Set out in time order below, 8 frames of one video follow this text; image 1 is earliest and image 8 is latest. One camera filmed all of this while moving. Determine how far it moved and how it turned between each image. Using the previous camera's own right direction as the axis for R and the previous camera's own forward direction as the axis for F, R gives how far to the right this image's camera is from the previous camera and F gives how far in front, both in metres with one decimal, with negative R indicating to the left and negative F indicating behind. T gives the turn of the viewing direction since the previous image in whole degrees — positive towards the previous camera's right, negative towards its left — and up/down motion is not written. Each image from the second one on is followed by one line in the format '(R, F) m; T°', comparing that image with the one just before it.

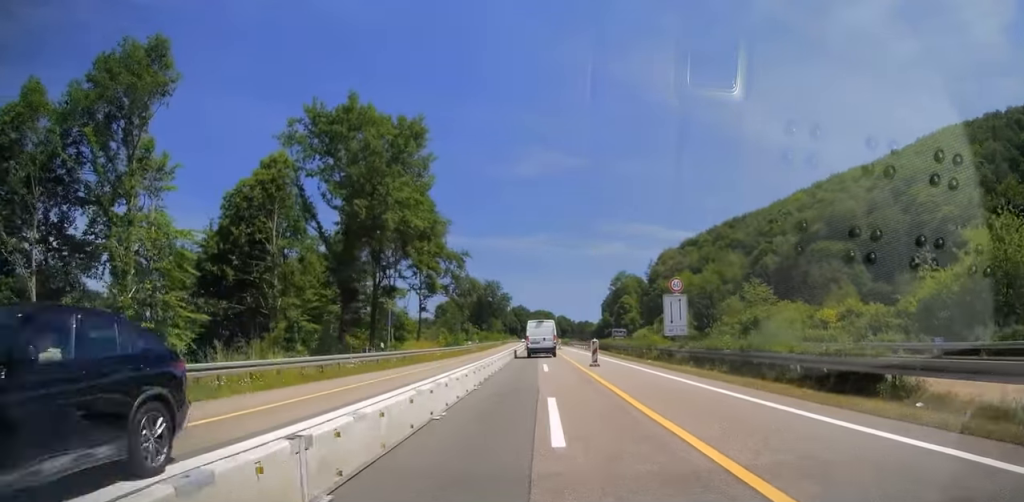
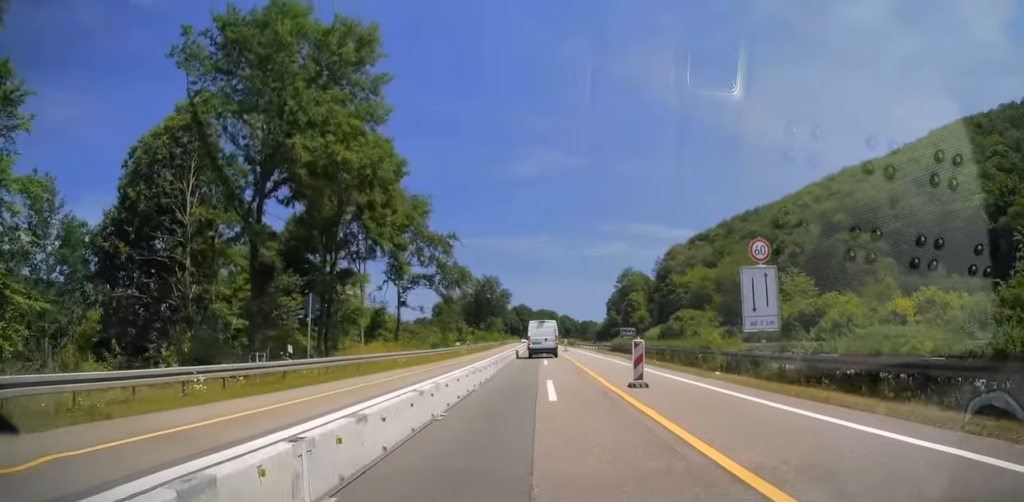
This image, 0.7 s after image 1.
(+0.2, +12.0) m; +1°
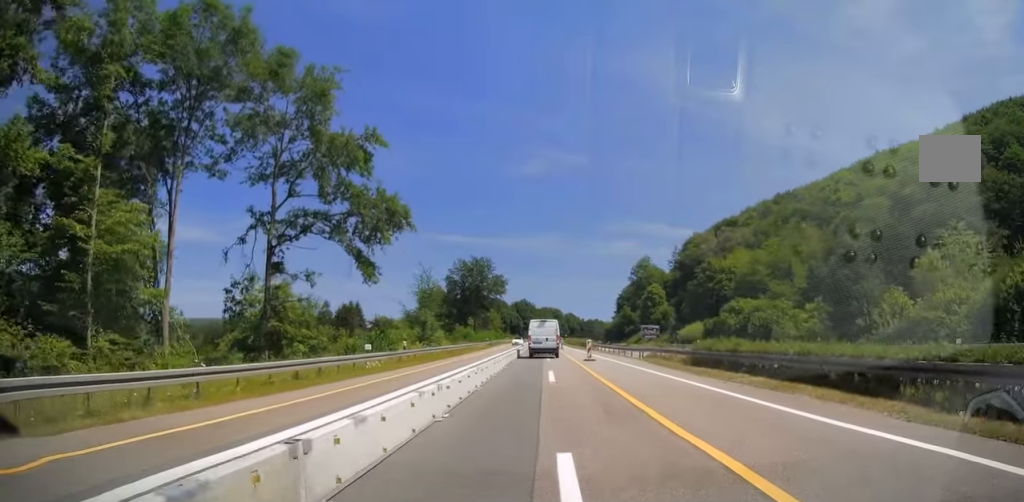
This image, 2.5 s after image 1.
(-0.5, +29.6) m; -2°
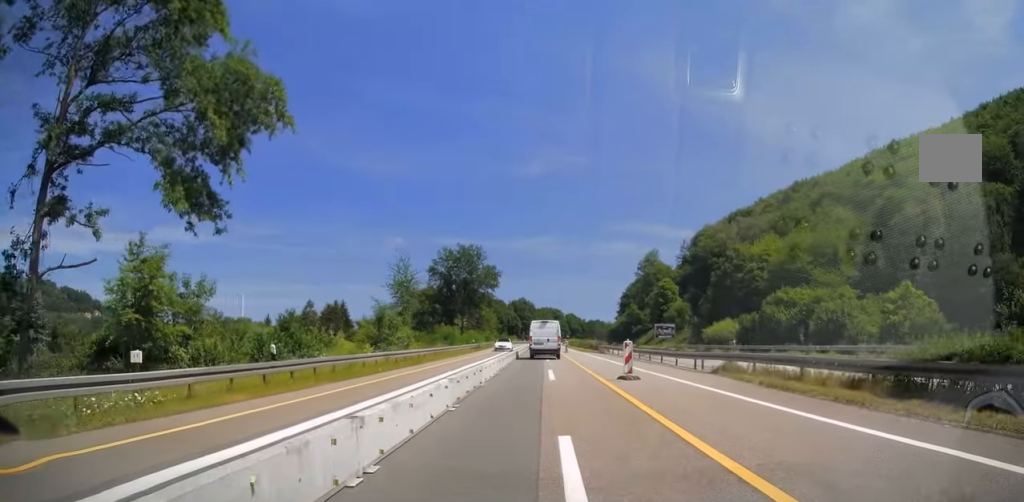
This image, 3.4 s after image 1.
(-0.1, +16.4) m; +1°
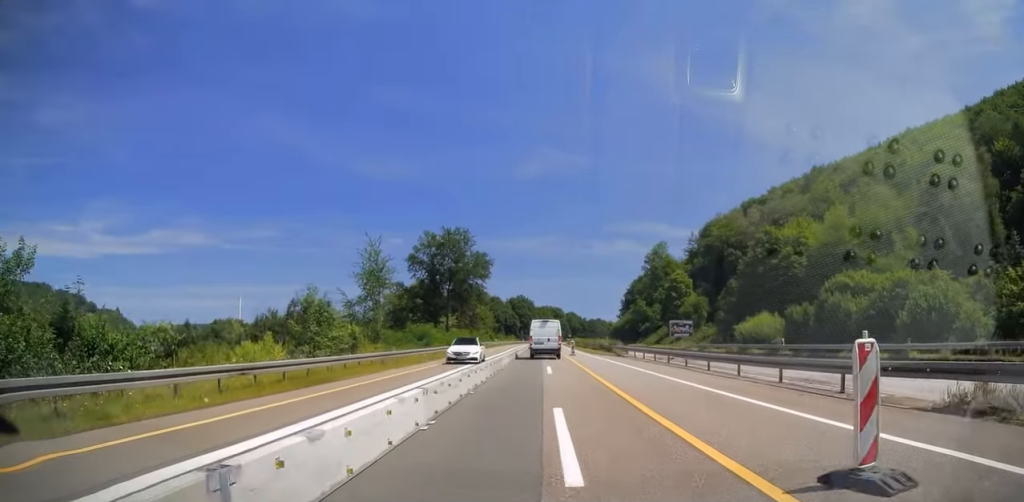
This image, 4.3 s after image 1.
(+0.2, +14.6) m; 0°
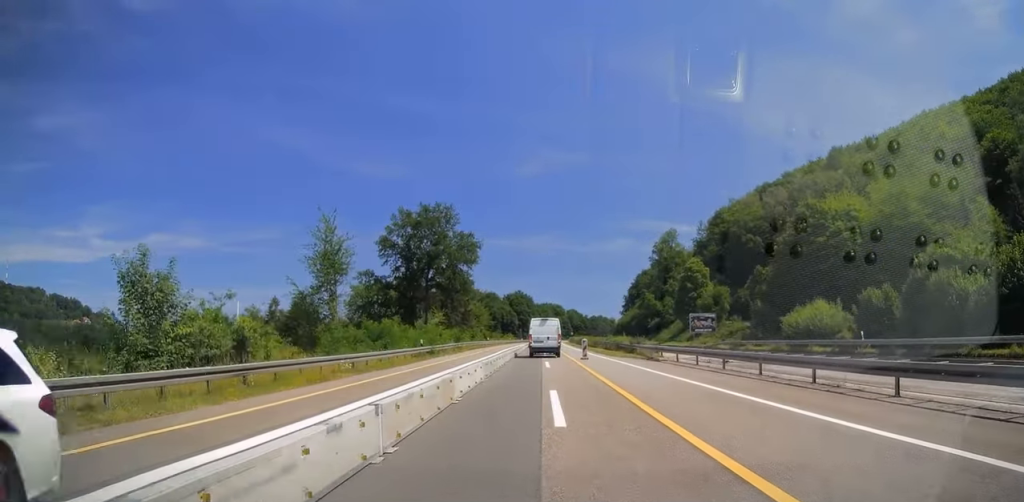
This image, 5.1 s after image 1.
(0.0, +14.6) m; -1°
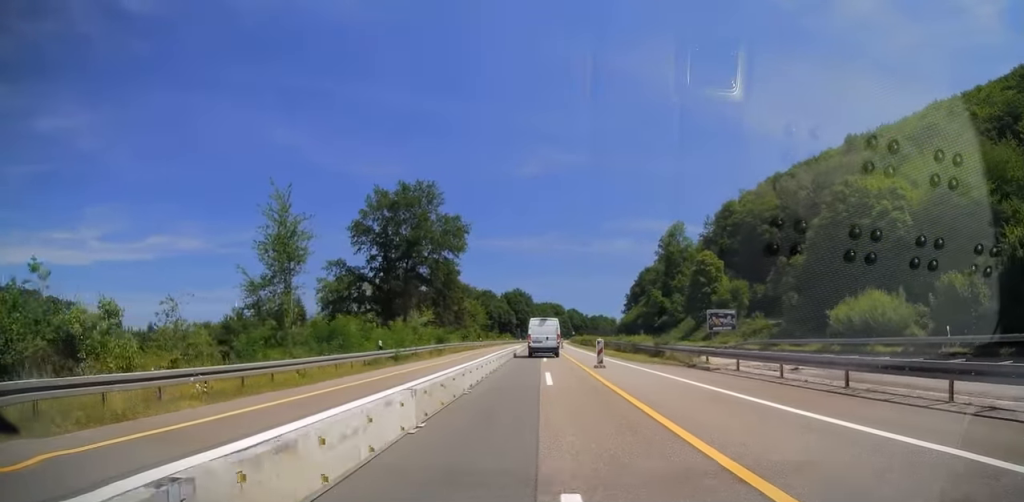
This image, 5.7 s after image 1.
(-0.1, +10.0) m; -1°
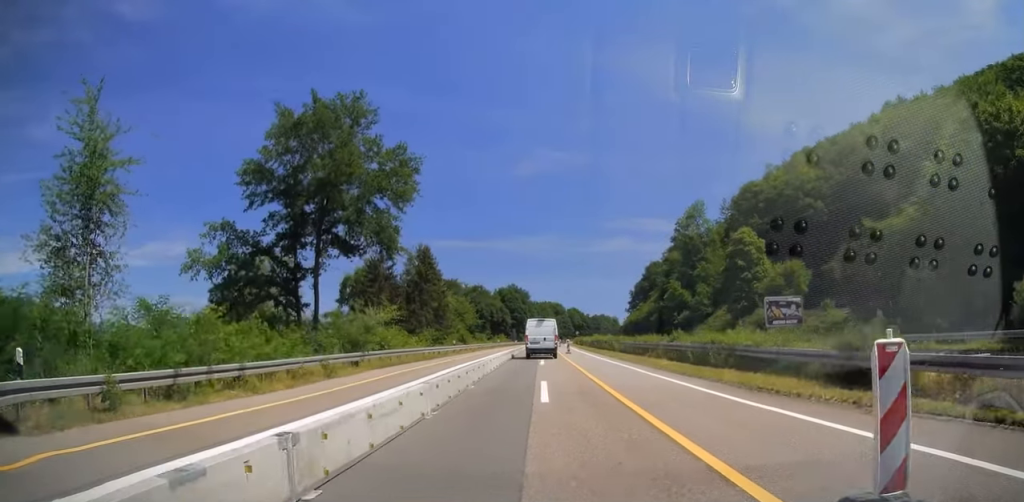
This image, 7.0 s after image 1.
(+0.2, +22.3) m; +1°
